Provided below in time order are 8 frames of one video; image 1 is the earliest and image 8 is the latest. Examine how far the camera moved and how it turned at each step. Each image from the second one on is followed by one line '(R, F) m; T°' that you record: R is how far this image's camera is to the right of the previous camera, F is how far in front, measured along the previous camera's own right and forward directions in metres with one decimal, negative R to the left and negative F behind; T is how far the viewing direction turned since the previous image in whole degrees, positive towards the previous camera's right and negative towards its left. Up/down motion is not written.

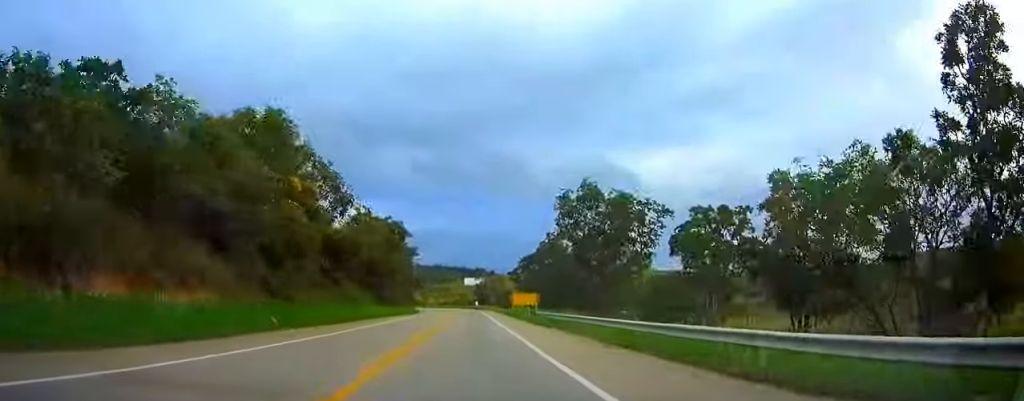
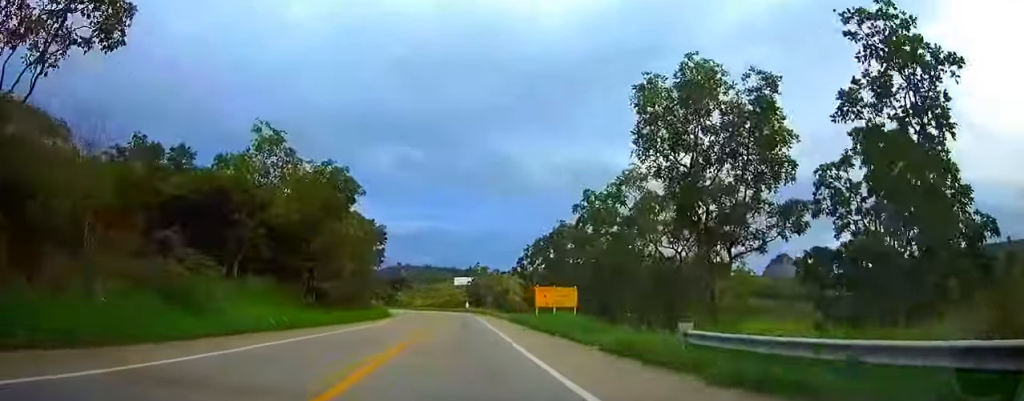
(+0.3, +33.6) m; 0°
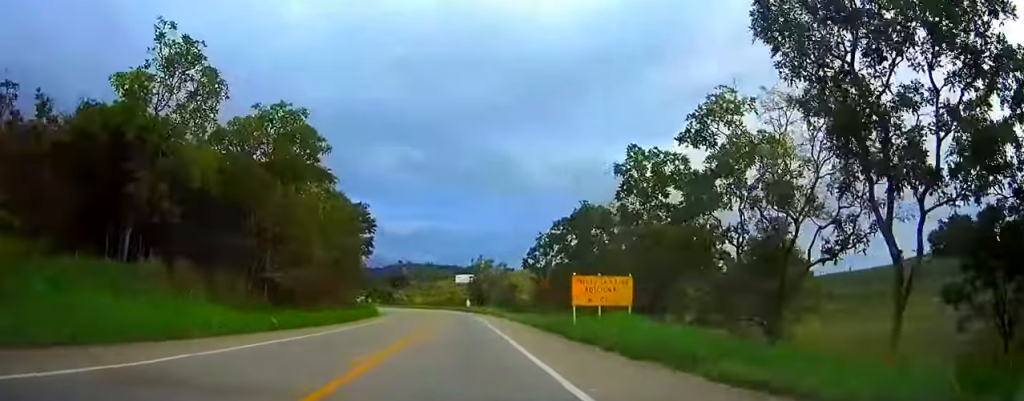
(-0.1, +14.6) m; -3°
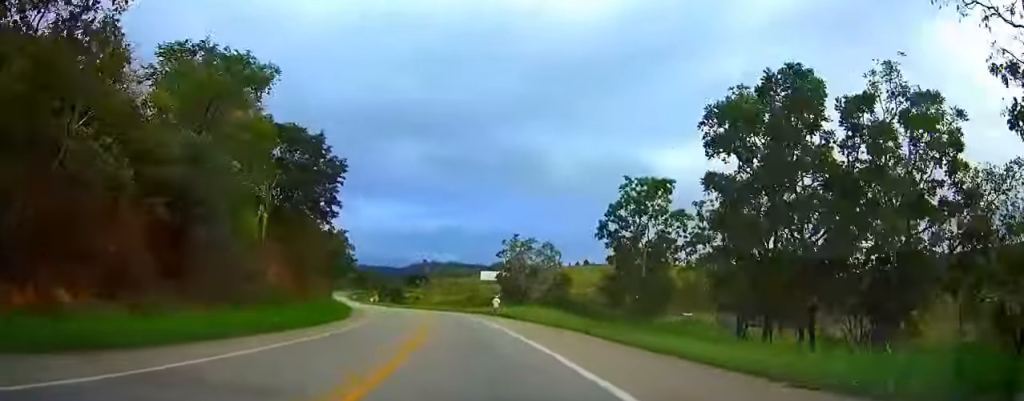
(-2.5, +37.2) m; -7°
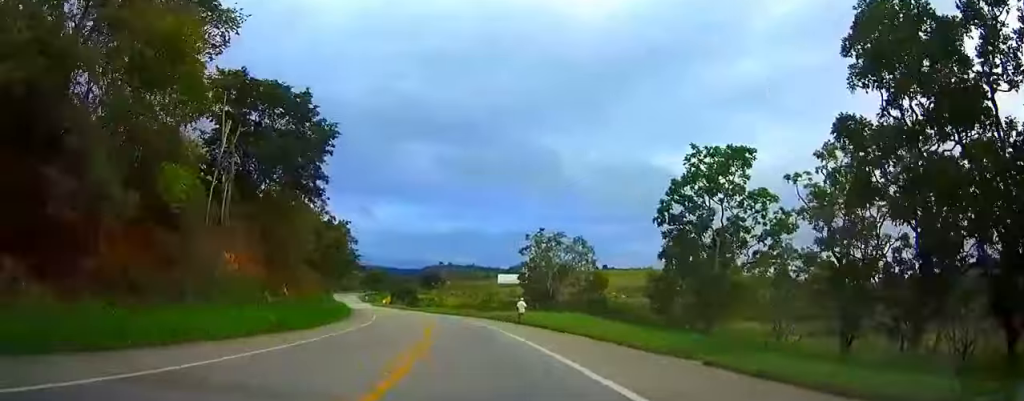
(0.0, +11.3) m; 0°
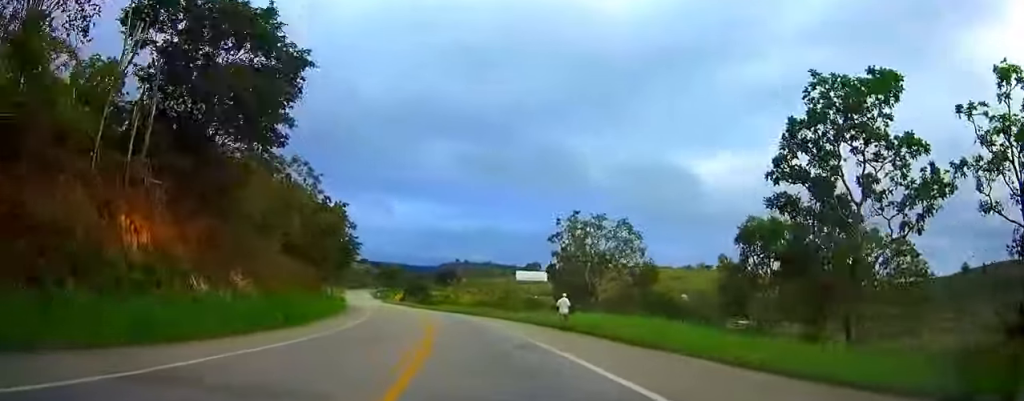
(0.0, +13.0) m; 0°
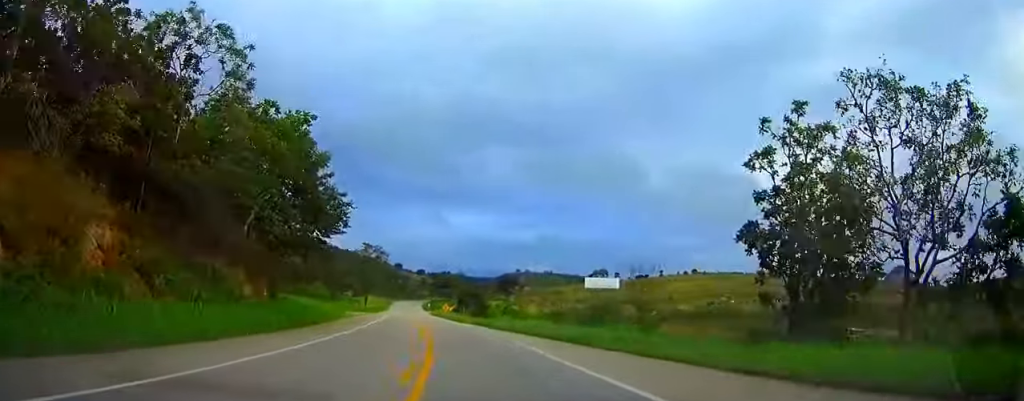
(0.0, +37.5) m; 0°
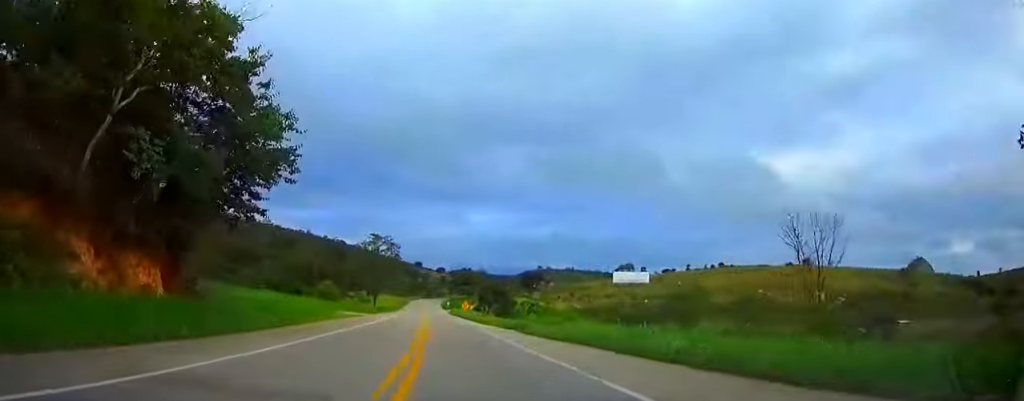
(0.0, +17.4) m; 0°
